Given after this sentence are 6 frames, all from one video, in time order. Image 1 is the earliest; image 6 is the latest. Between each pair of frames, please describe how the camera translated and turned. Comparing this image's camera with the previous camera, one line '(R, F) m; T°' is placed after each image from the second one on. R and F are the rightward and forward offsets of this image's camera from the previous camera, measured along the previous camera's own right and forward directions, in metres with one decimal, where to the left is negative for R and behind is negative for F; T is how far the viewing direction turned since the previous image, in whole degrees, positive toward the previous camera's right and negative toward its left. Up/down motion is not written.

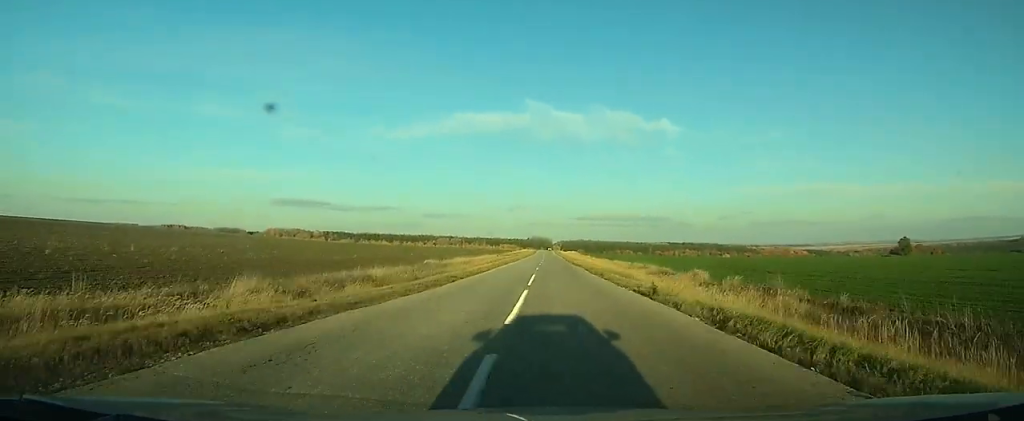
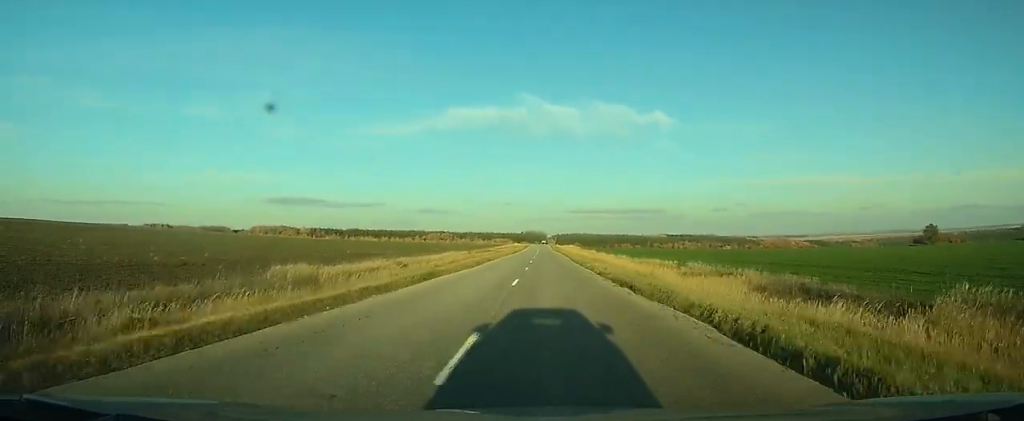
(+0.3, +34.2) m; +1°
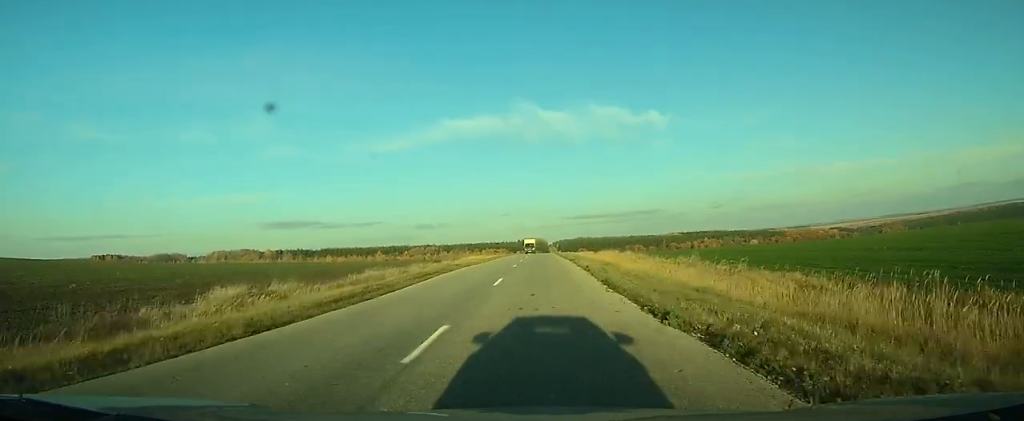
(+0.8, +132.5) m; 0°
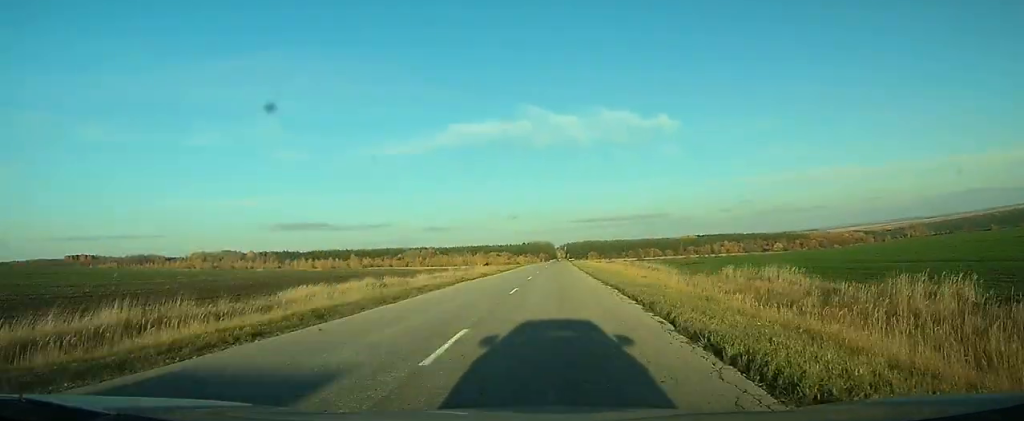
(-0.6, +69.3) m; 0°
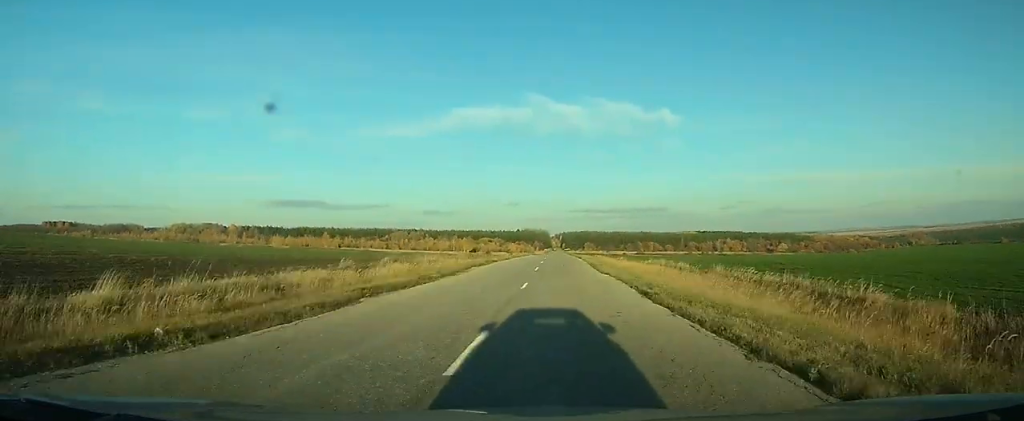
(+0.2, +37.6) m; +1°
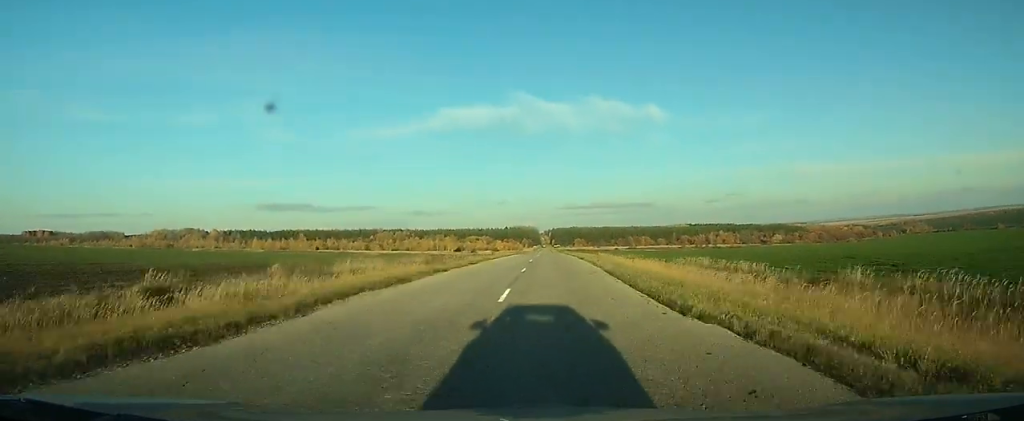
(0.0, +18.2) m; 0°
